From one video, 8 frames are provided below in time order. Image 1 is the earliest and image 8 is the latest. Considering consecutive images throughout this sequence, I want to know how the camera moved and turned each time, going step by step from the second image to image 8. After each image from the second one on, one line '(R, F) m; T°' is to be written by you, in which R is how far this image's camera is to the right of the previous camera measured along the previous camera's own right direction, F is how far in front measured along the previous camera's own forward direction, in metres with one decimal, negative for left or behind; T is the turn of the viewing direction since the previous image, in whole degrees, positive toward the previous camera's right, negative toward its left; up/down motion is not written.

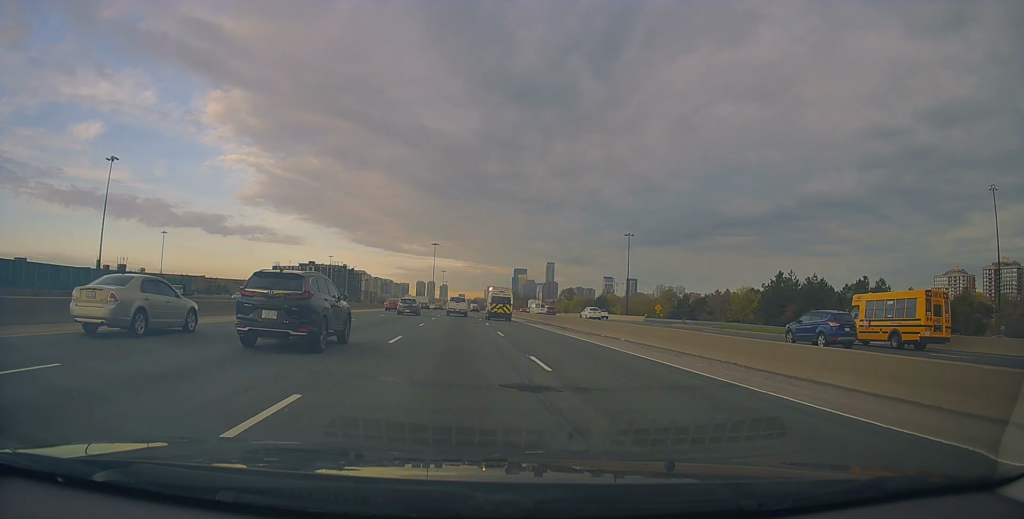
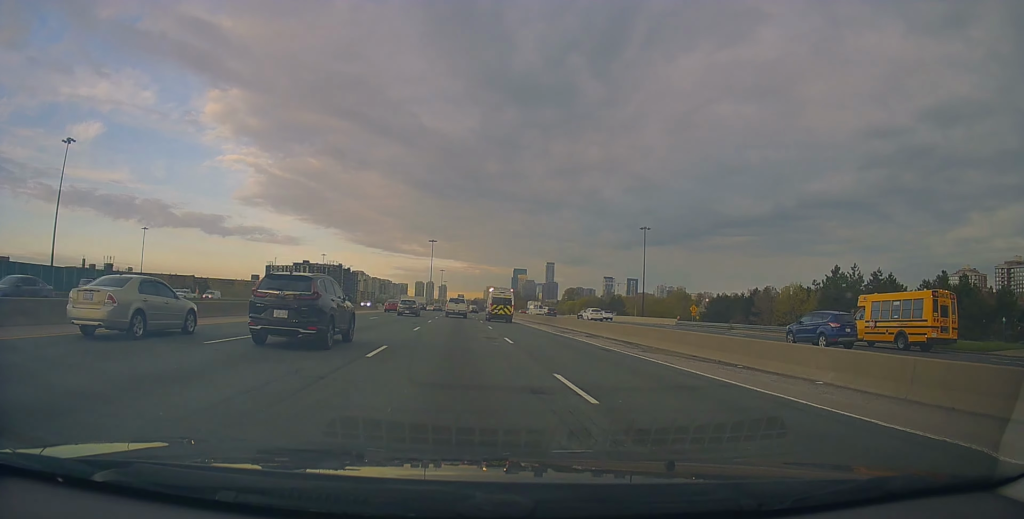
(+0.1, +16.0) m; 0°
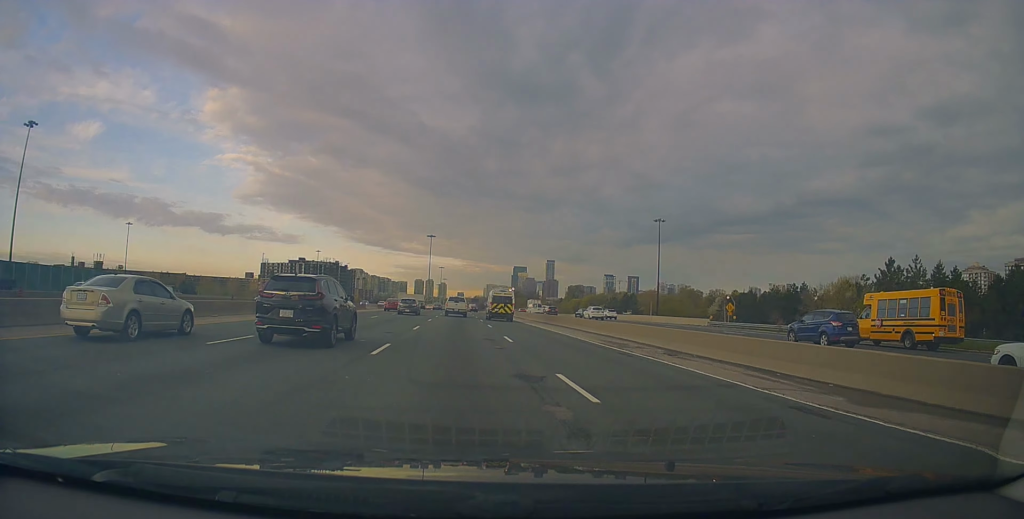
(0.0, +11.4) m; 0°
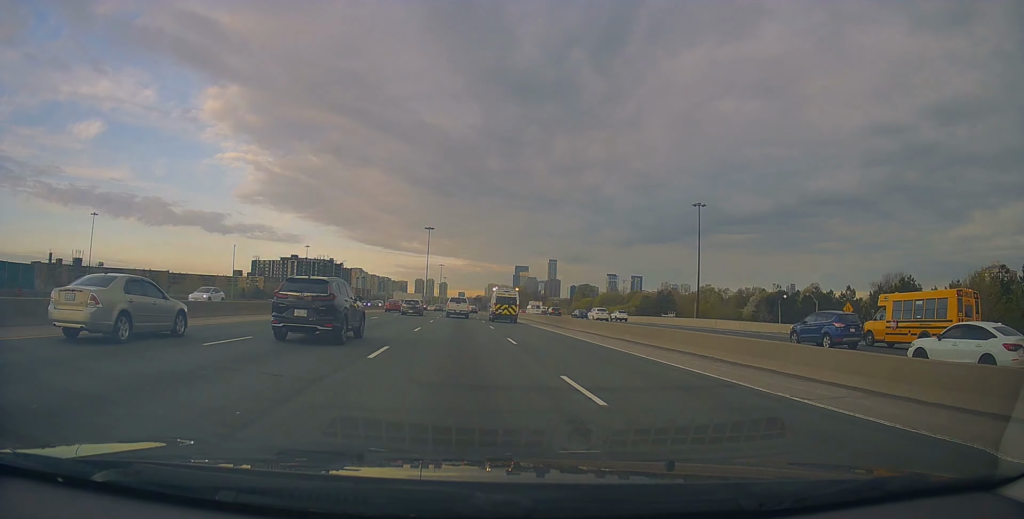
(+0.1, +24.4) m; 0°
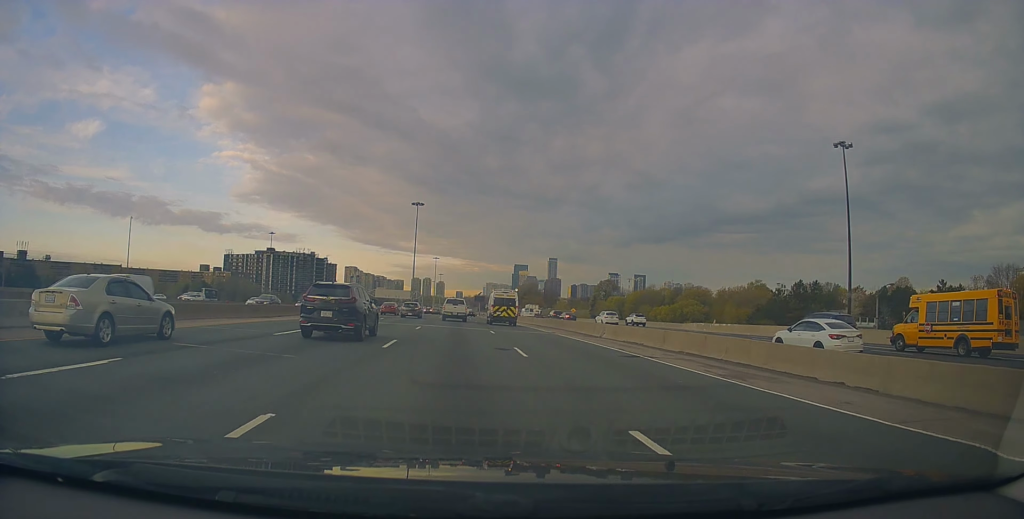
(-0.7, +51.9) m; 0°
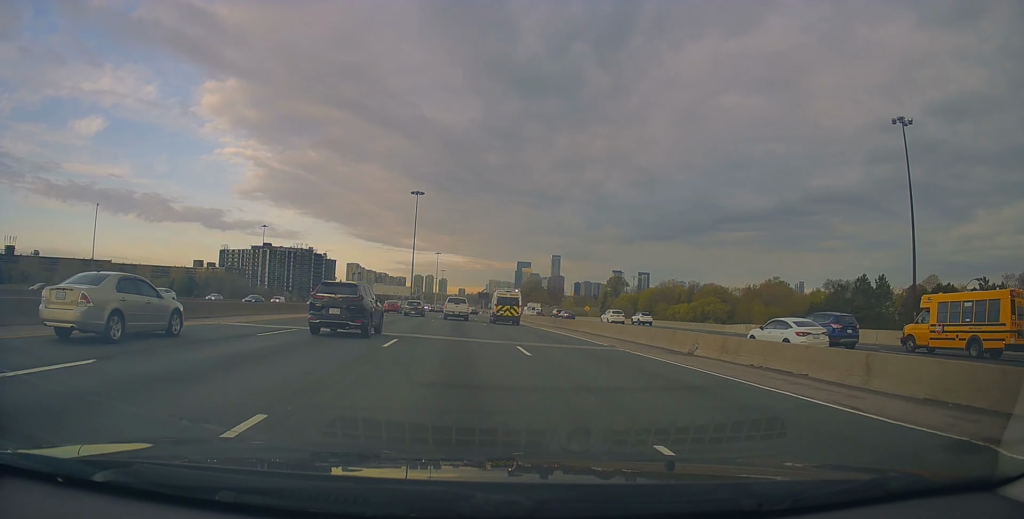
(-0.2, +13.0) m; +1°
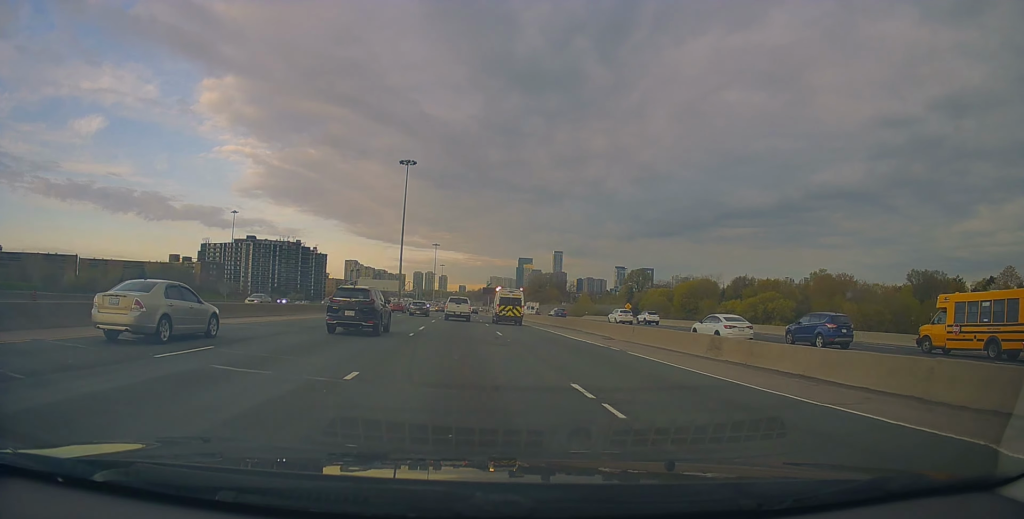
(+0.7, +31.7) m; 0°
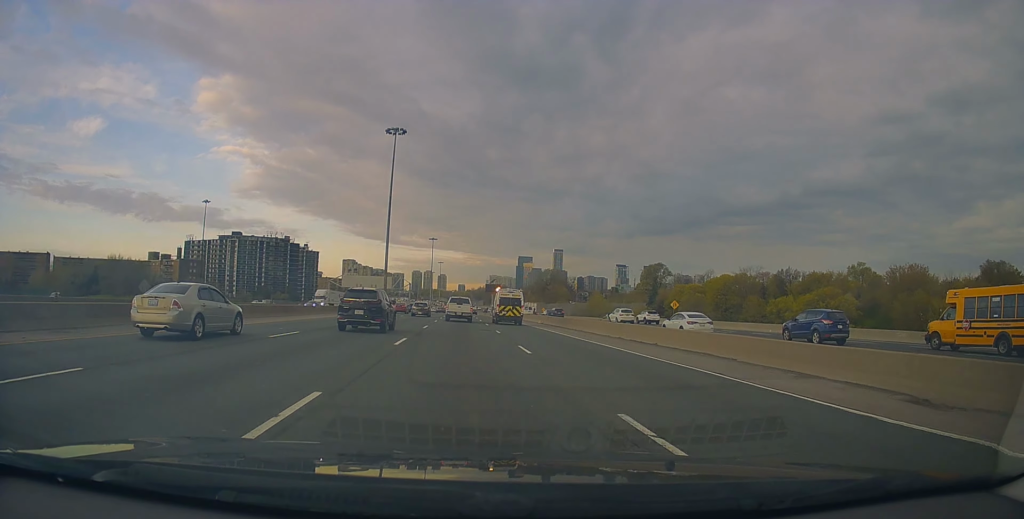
(-0.3, +22.1) m; -1°
